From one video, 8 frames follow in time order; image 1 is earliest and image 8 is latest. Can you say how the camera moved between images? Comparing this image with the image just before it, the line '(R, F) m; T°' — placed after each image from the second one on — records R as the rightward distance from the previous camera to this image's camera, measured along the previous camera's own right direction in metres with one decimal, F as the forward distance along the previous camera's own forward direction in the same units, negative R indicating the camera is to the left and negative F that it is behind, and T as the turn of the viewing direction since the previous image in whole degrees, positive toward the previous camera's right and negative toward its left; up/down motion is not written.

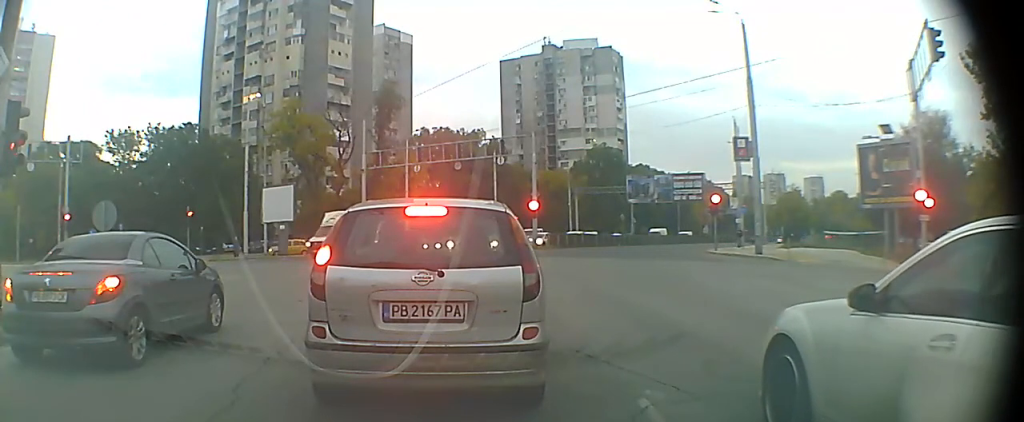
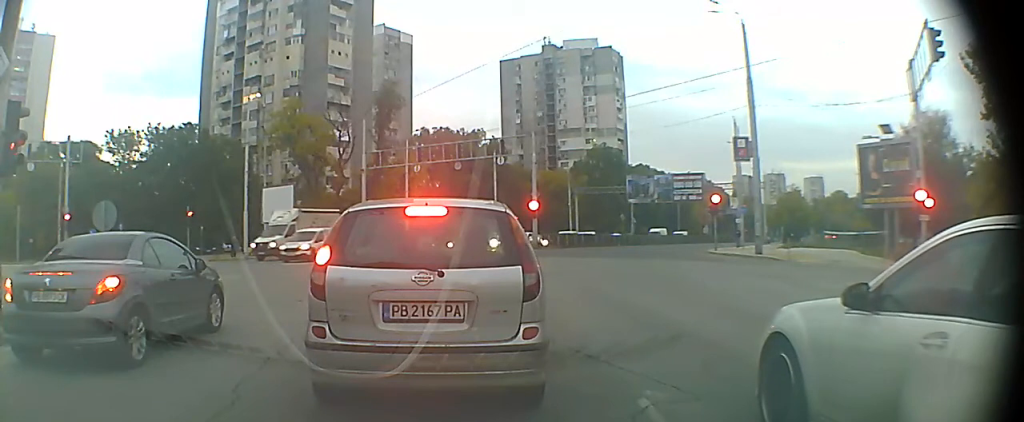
(0.0, 0.0) m; 0°
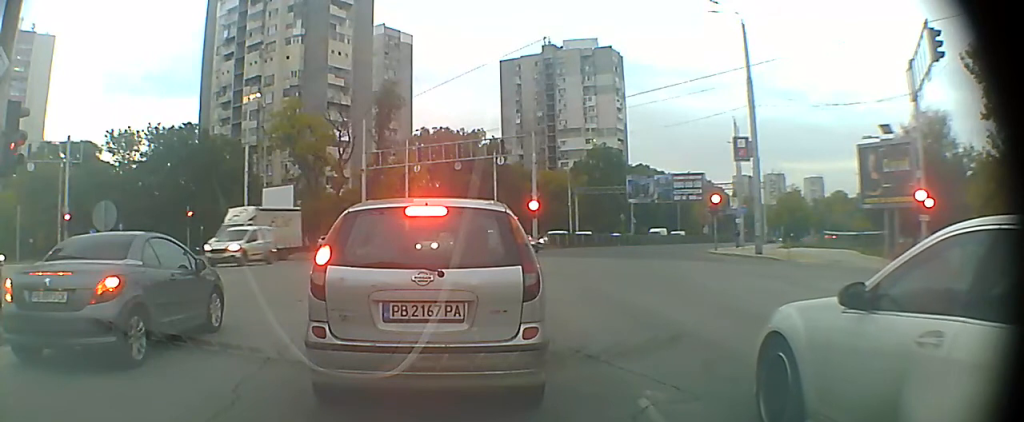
(0.0, 0.0) m; 0°
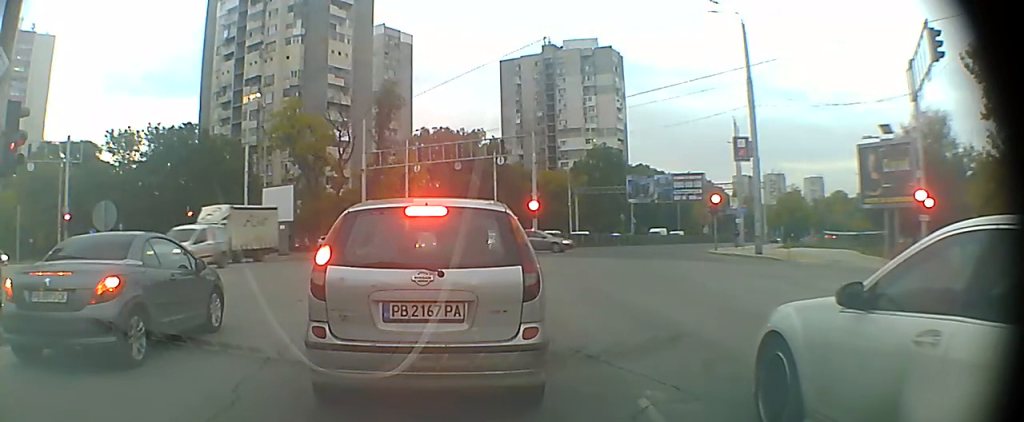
(0.0, 0.0) m; 0°
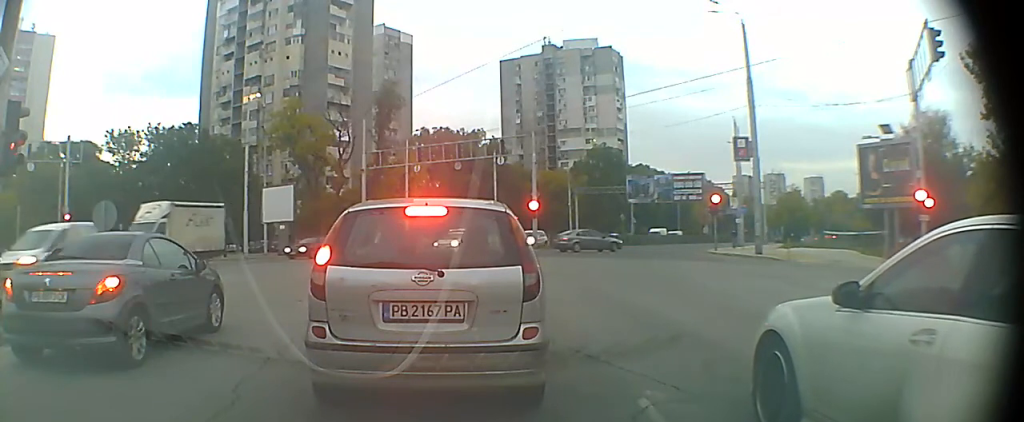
(0.0, 0.0) m; 0°
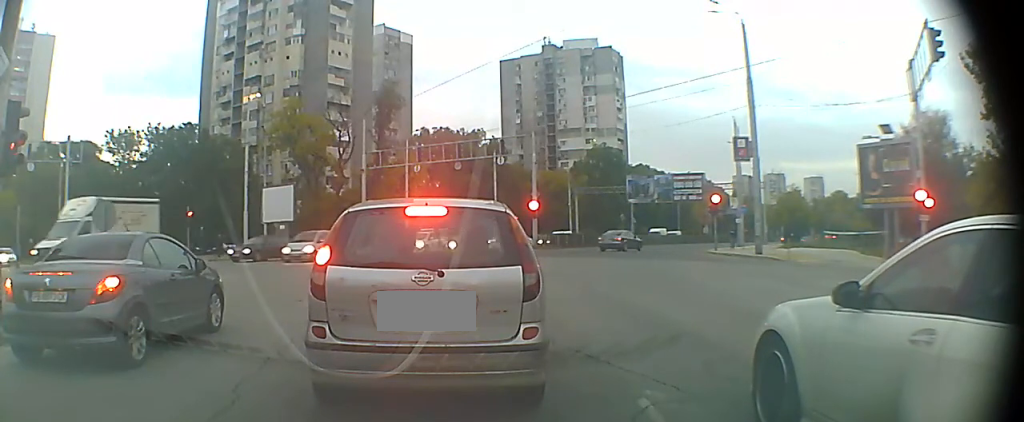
(0.0, 0.0) m; 0°
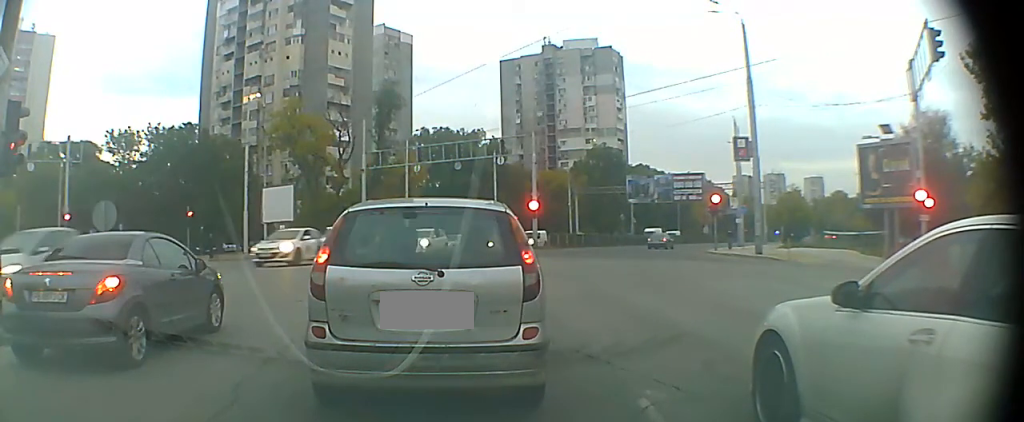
(0.0, 0.0) m; 0°
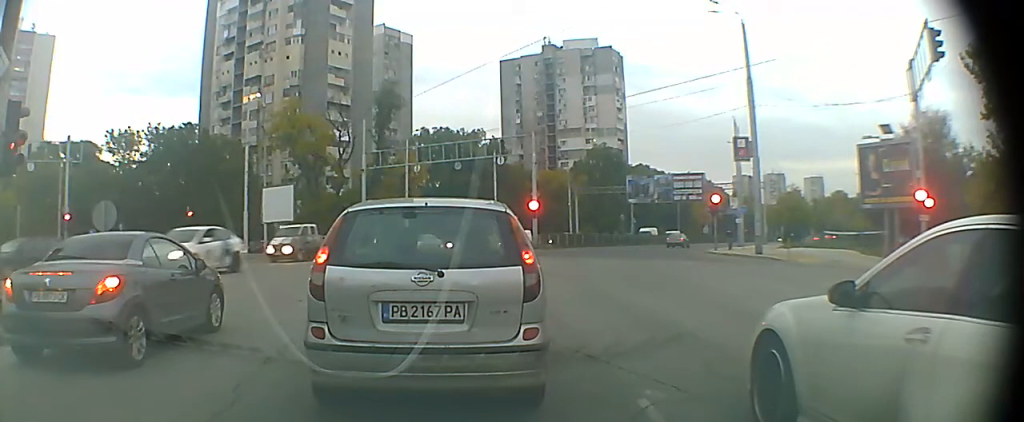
(0.0, 0.0) m; 0°
